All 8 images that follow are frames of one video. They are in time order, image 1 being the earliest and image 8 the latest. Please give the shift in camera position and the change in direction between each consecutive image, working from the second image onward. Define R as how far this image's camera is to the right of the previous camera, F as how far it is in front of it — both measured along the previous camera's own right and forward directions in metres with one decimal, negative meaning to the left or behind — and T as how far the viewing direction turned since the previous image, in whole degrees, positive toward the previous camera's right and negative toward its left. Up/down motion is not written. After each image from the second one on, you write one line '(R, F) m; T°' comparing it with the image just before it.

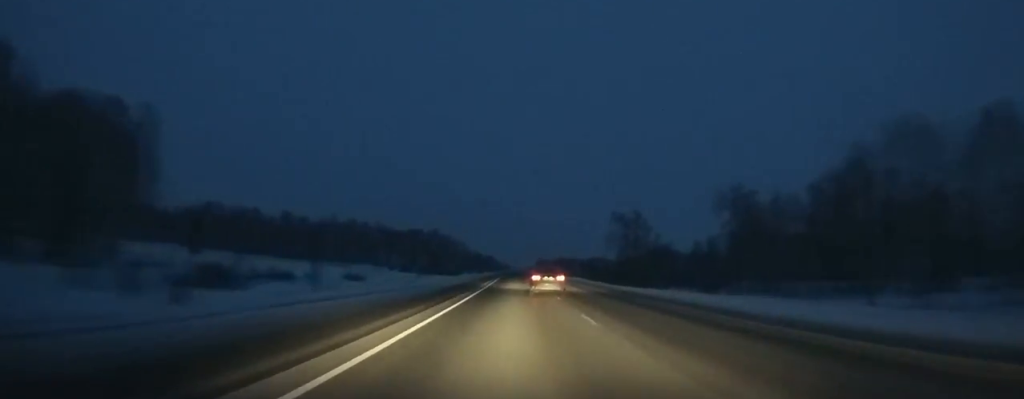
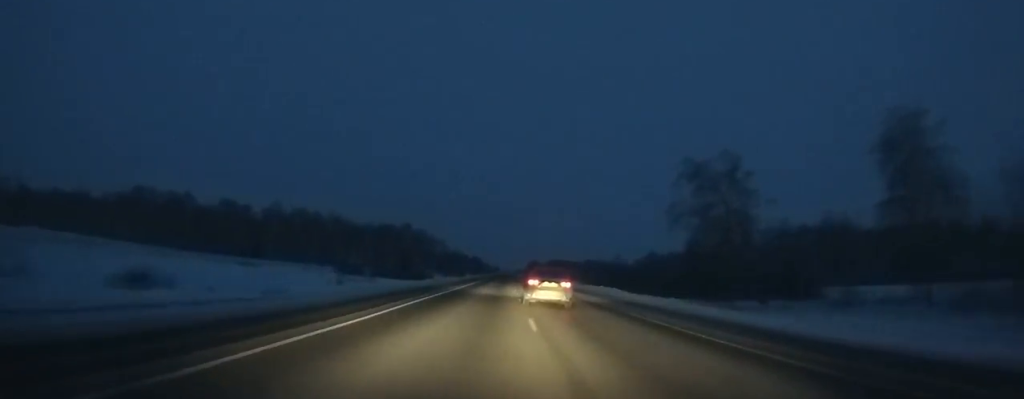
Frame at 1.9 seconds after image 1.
(+0.5, +57.5) m; 0°
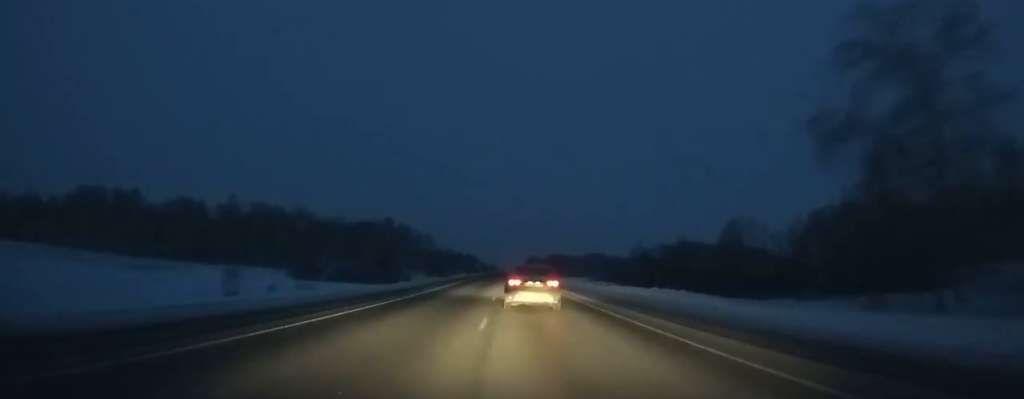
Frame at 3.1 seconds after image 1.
(-0.1, +35.5) m; 0°
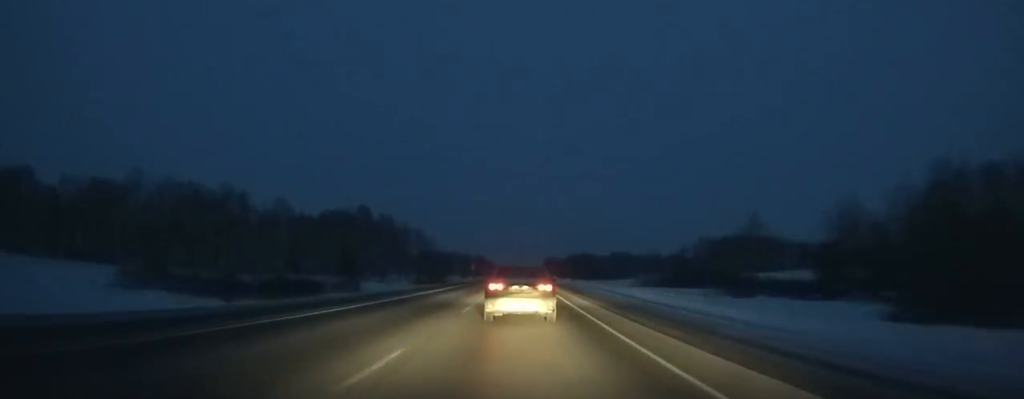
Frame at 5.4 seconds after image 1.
(-0.4, +66.8) m; -1°
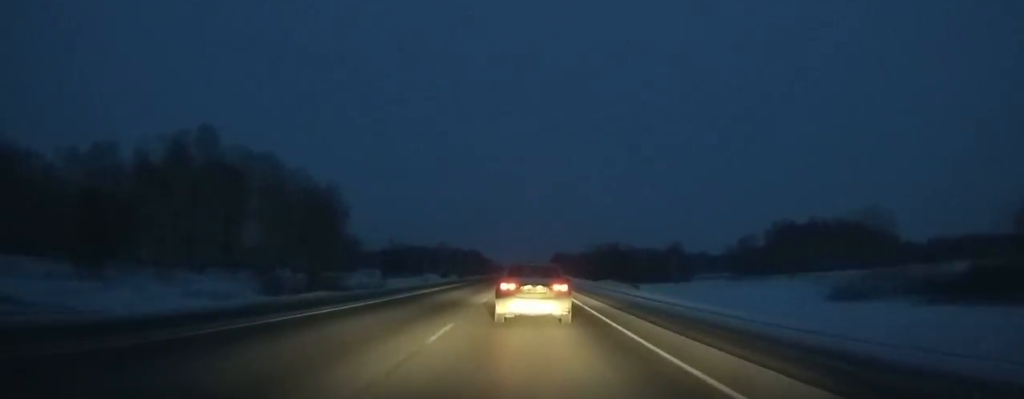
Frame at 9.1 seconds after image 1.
(-0.7, +103.2) m; 0°
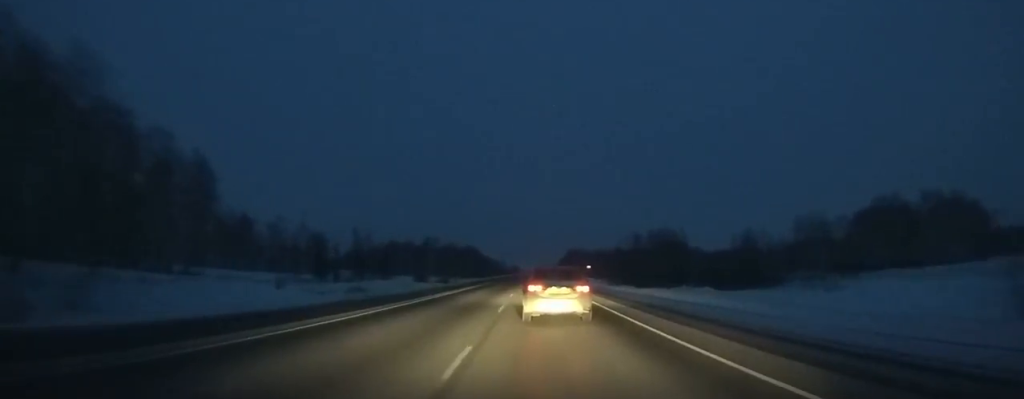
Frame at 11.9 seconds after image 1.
(0.0, +76.3) m; 0°
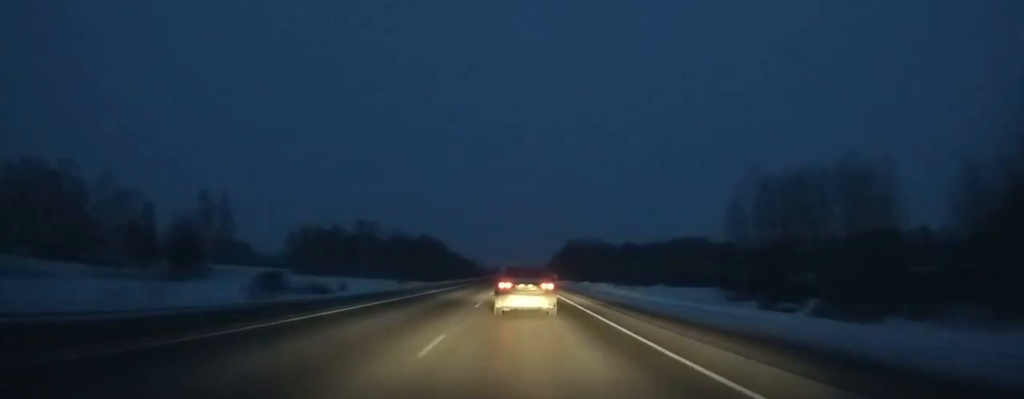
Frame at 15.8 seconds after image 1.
(+0.8, +105.0) m; 0°
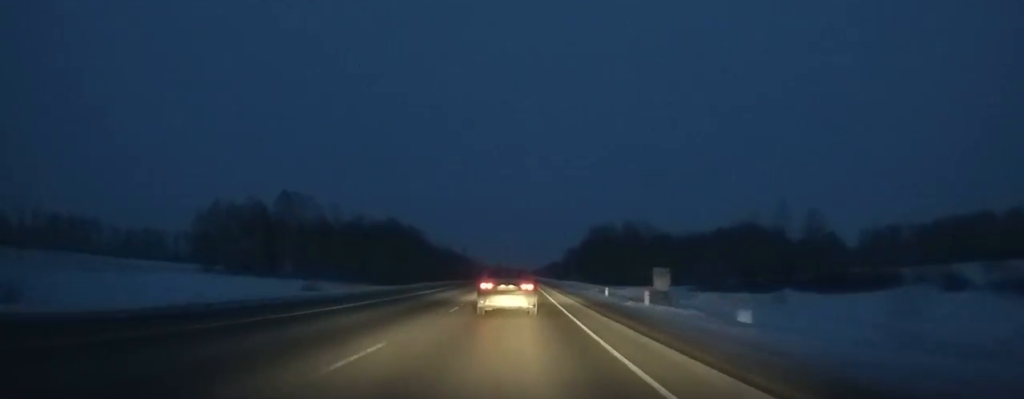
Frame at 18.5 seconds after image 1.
(-0.1, +72.2) m; 0°
